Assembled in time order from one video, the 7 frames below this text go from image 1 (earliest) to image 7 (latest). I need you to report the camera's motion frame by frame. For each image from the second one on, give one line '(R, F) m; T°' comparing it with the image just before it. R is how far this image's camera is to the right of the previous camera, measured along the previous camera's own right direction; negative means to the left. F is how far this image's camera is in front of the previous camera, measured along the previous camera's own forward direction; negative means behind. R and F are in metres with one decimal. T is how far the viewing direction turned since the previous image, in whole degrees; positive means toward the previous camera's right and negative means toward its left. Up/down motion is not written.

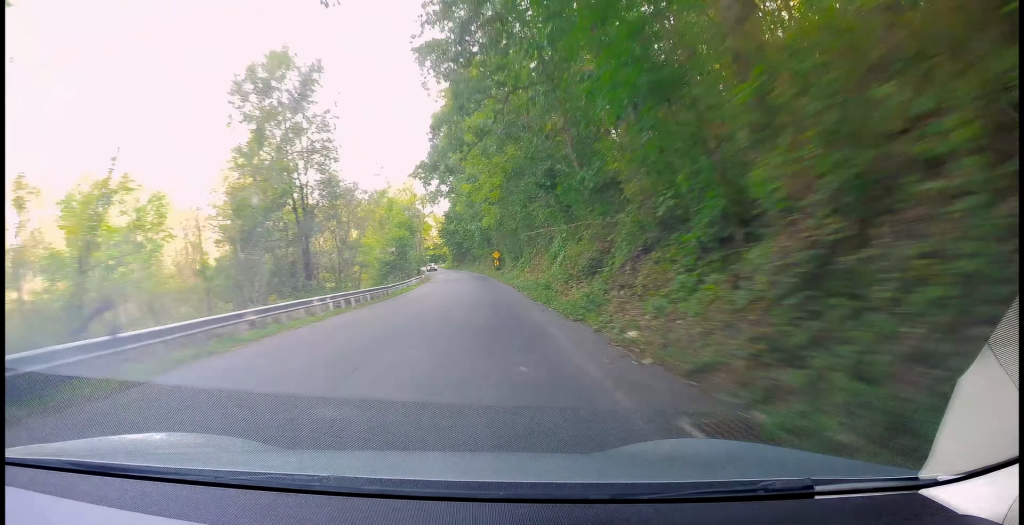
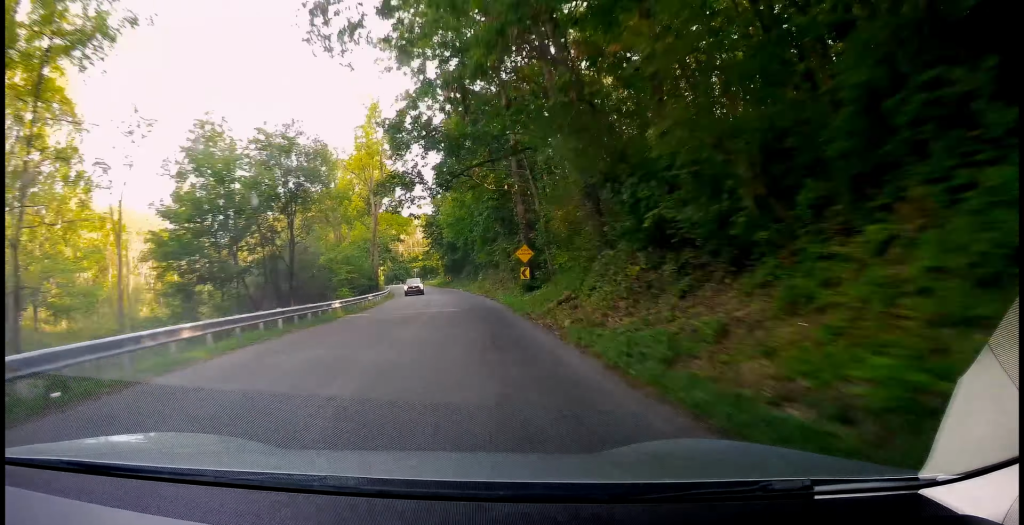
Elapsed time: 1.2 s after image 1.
(+0.1, +45.5) m; -1°
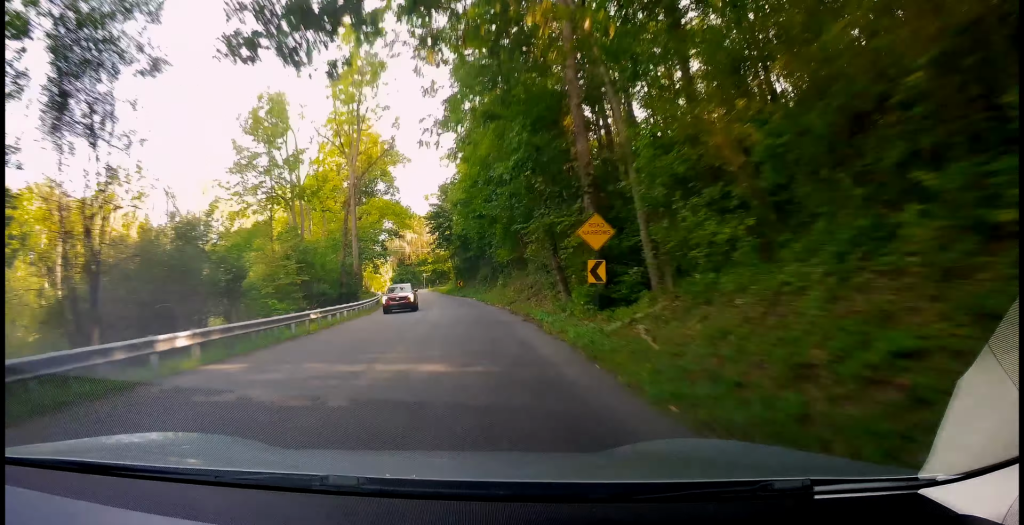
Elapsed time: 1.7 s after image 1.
(0.0, +16.3) m; -1°
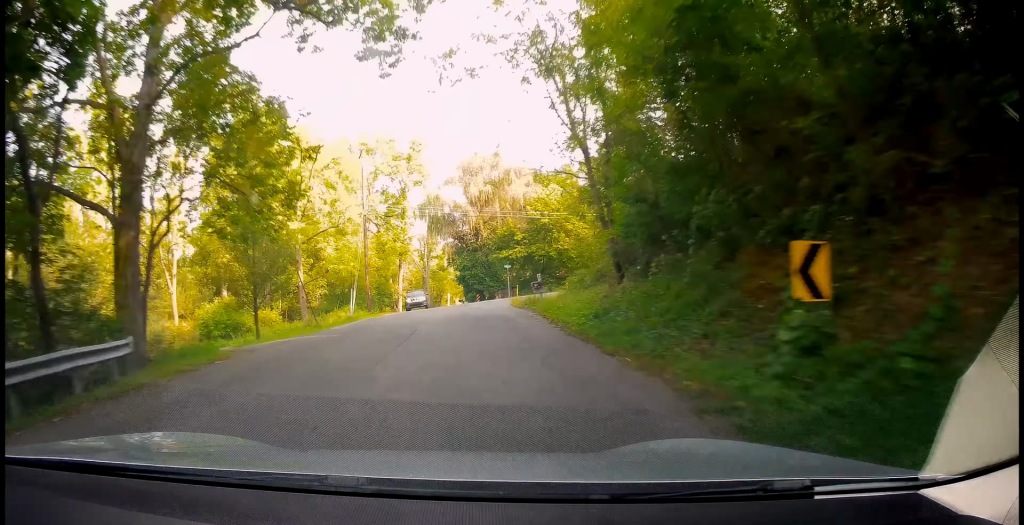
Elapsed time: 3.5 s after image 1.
(-4.6, +61.7) m; -9°
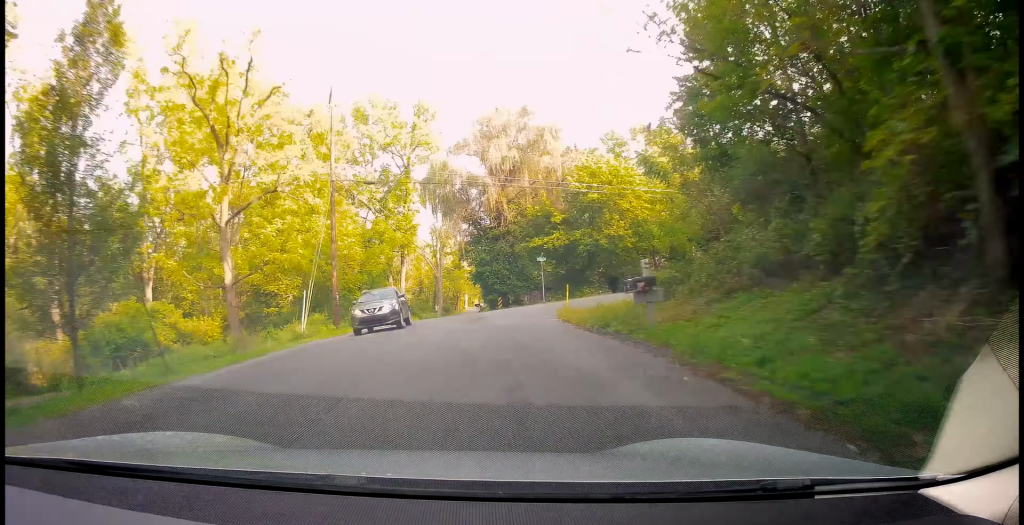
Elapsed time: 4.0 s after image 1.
(-0.4, +15.6) m; -2°
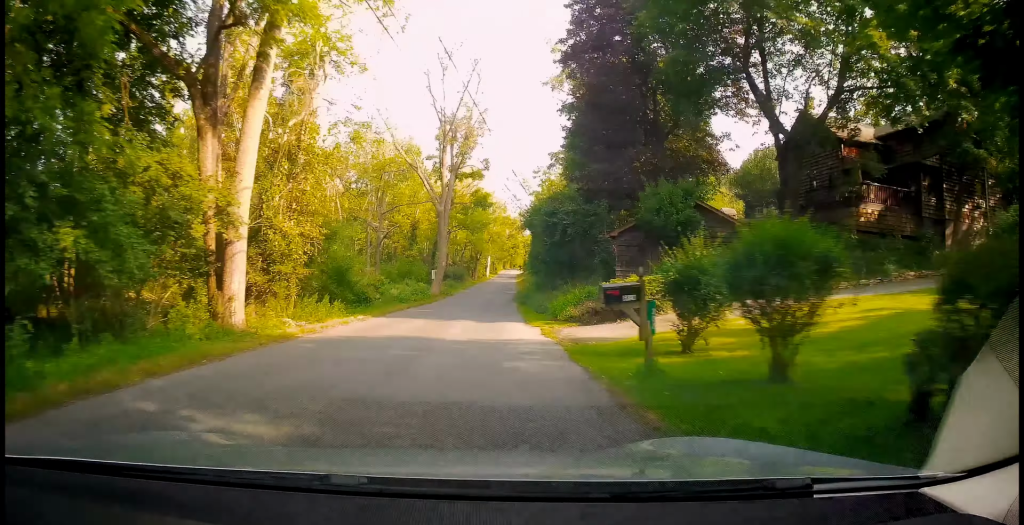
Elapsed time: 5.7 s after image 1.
(-1.8, +49.6) m; -3°
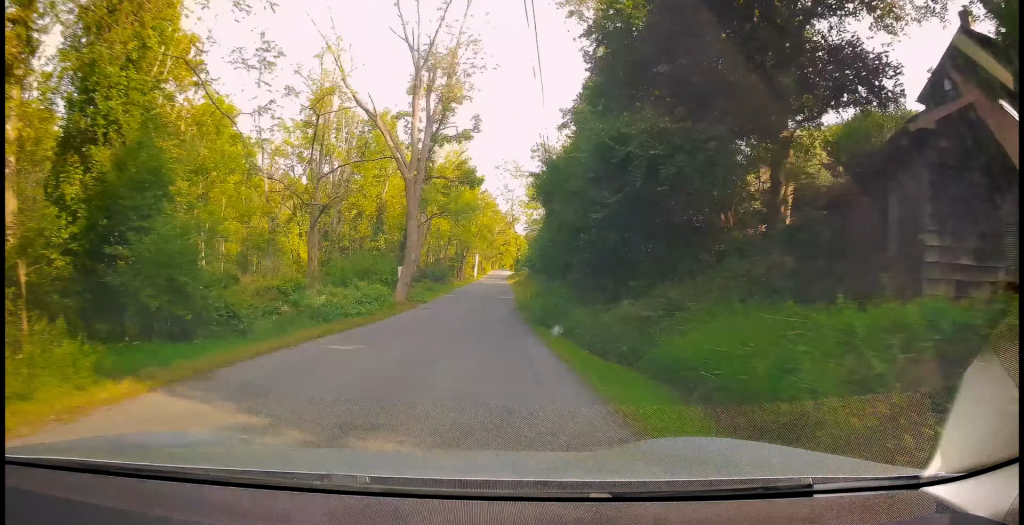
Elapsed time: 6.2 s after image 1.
(-0.1, +15.4) m; +1°
